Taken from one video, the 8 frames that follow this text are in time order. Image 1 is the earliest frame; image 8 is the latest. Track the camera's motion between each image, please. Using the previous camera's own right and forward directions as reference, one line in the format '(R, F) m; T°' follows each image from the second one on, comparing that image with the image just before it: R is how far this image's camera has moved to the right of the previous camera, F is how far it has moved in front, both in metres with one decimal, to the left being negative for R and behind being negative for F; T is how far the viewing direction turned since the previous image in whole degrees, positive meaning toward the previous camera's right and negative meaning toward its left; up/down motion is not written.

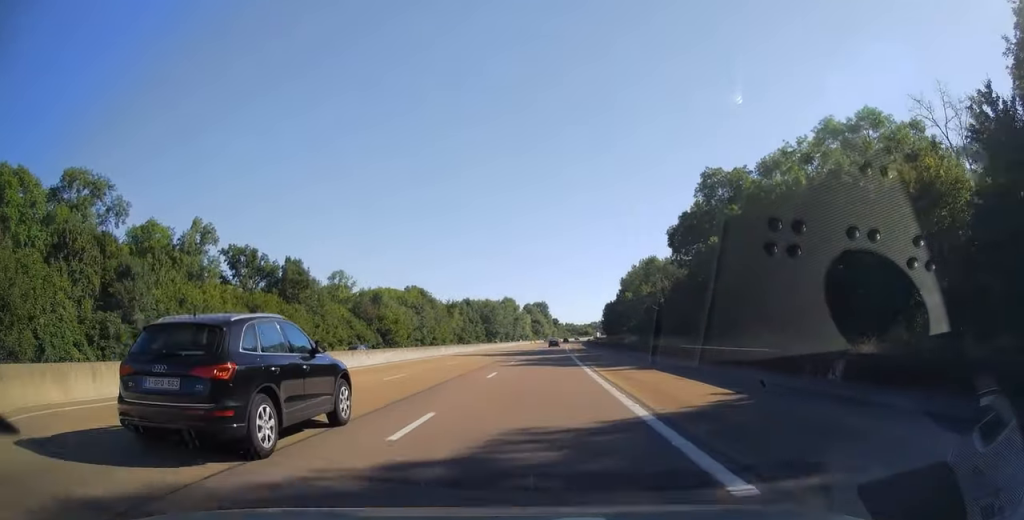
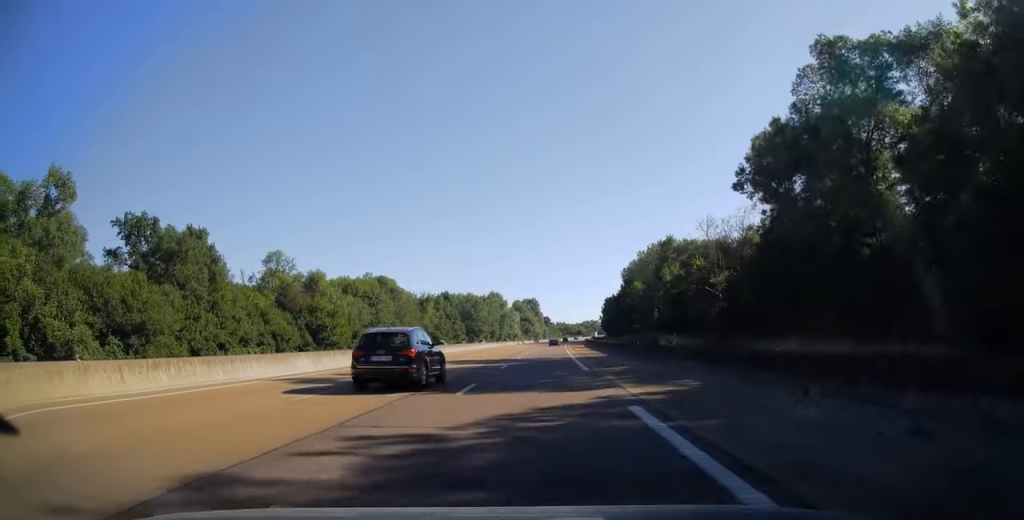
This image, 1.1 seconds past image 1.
(+0.1, +32.2) m; +1°
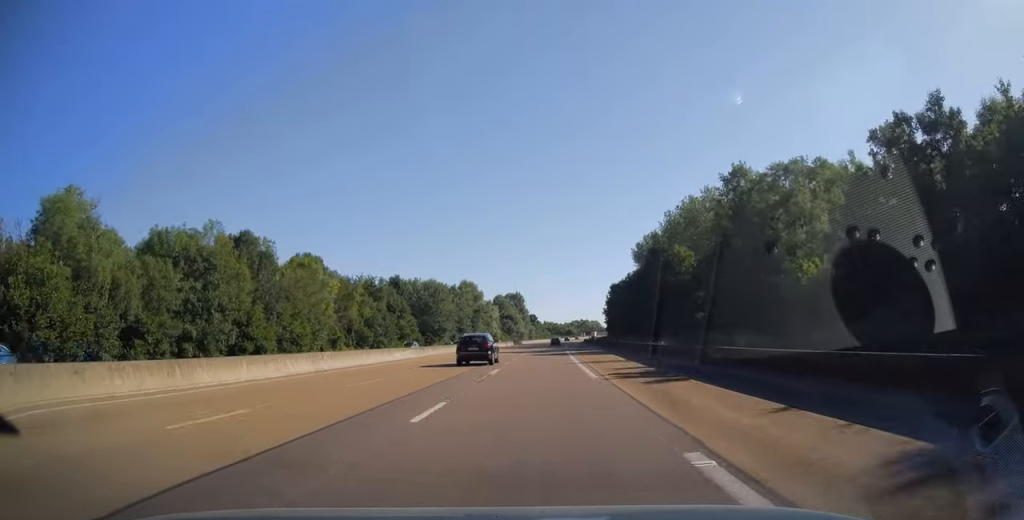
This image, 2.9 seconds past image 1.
(+0.8, +56.5) m; +1°
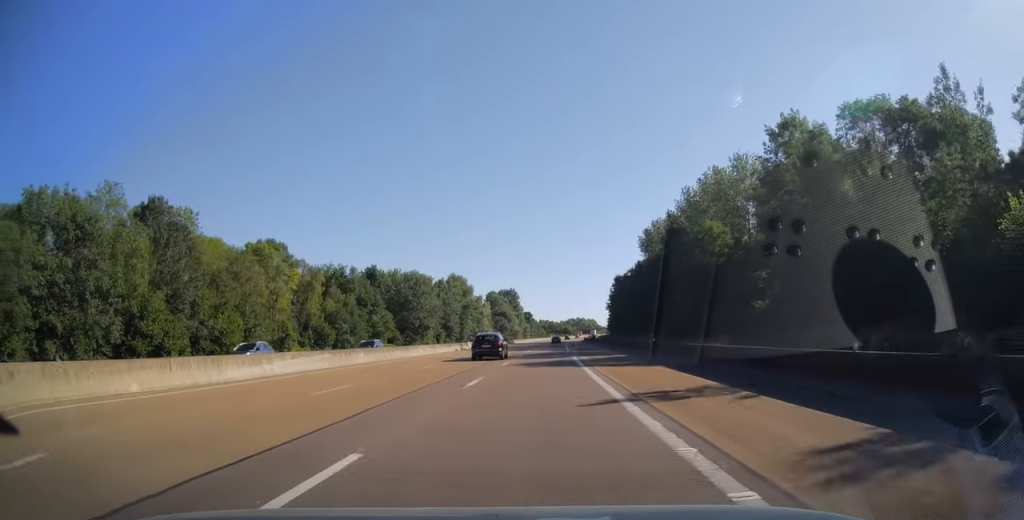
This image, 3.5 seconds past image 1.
(0.0, +18.7) m; 0°
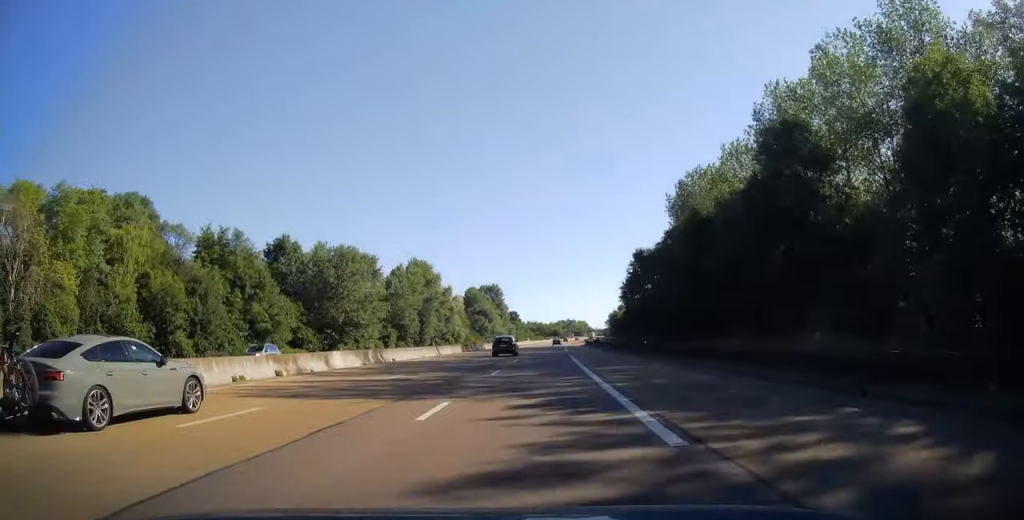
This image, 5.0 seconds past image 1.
(+0.5, +45.5) m; +1°
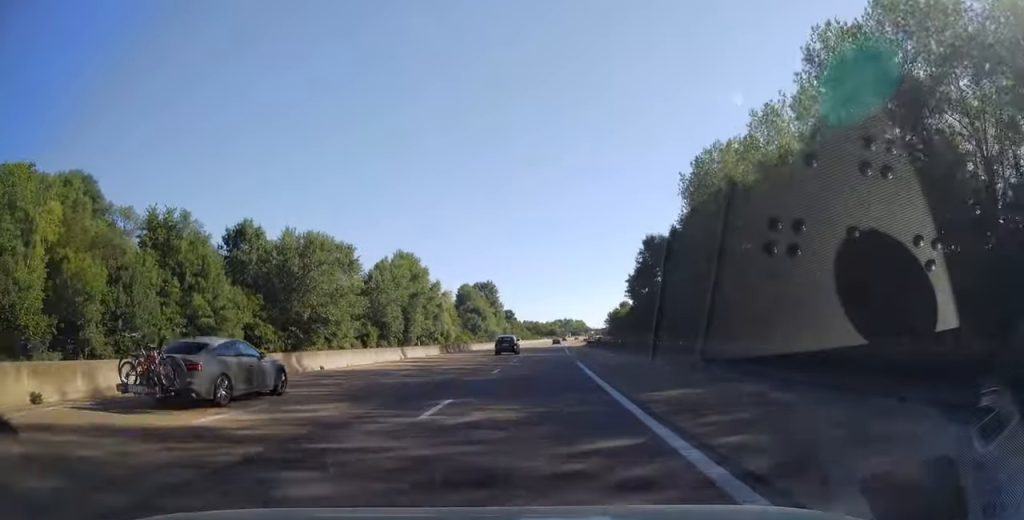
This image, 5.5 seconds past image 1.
(0.0, +12.6) m; 0°
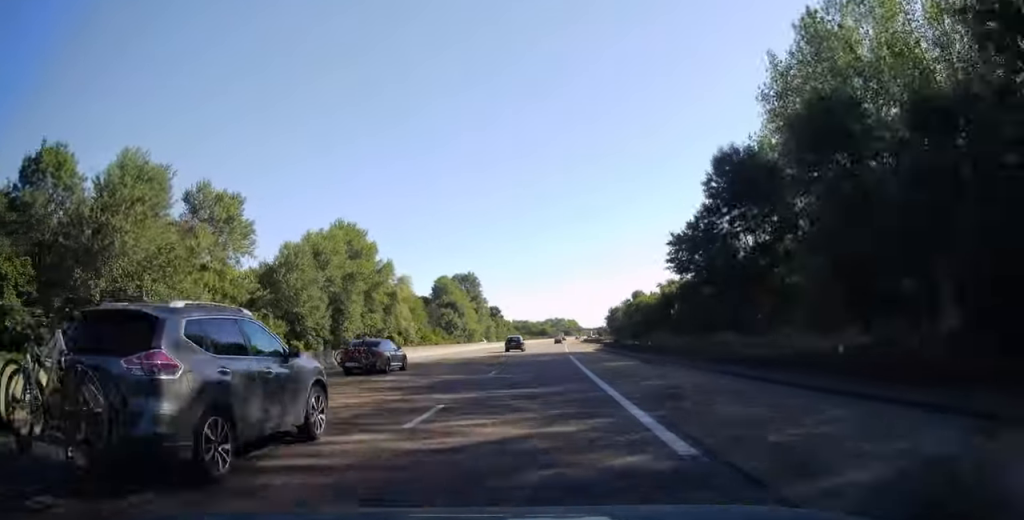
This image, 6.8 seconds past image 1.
(+0.4, +39.7) m; +1°
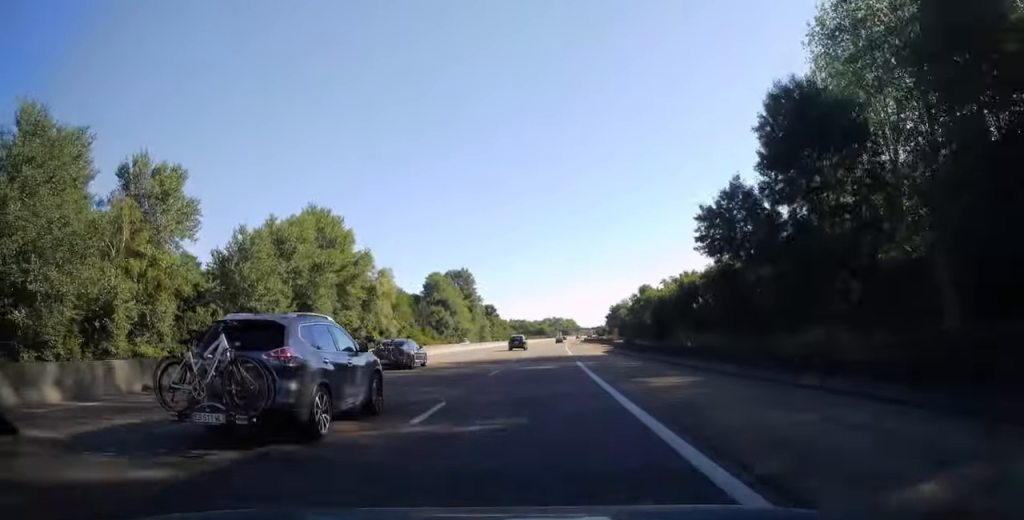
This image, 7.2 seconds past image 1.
(+0.1, +12.6) m; 0°
